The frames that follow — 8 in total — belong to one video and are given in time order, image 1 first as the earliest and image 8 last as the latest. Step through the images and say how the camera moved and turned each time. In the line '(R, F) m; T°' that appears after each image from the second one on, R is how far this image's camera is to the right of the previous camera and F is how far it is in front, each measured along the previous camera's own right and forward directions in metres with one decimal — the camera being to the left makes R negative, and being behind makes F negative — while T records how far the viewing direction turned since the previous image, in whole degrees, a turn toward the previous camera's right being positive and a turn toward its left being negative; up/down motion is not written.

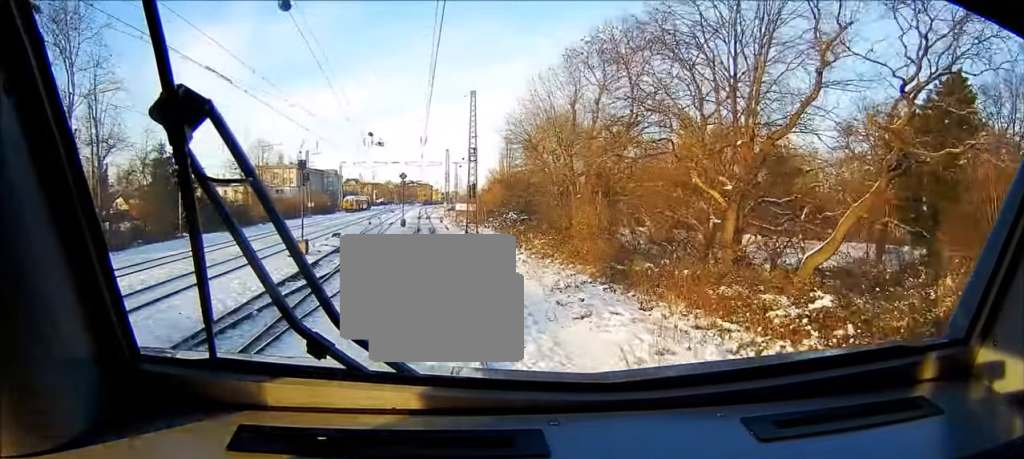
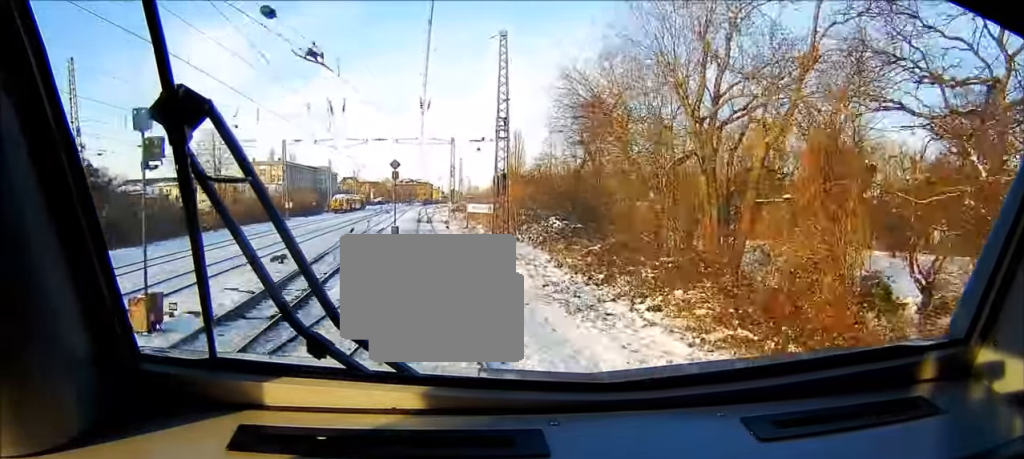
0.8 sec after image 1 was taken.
(-0.1, +21.2) m; 0°
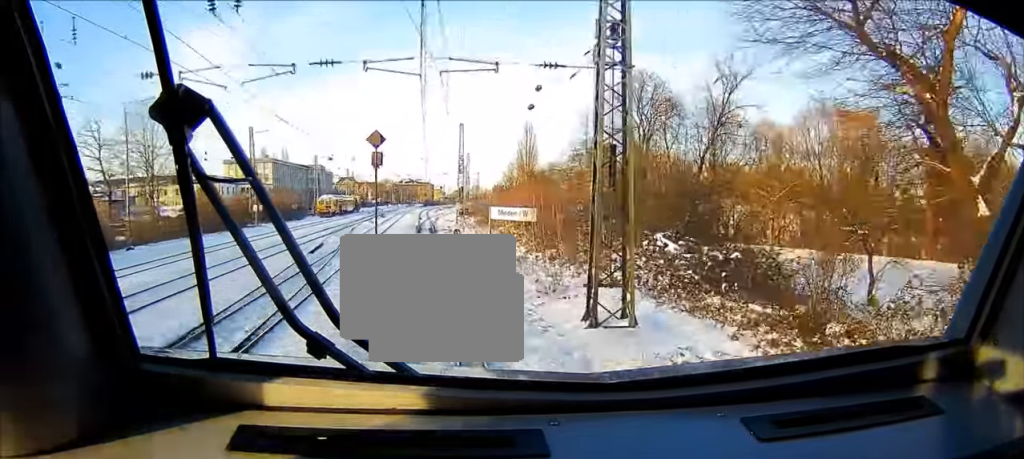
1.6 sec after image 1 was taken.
(0.0, +22.7) m; 0°
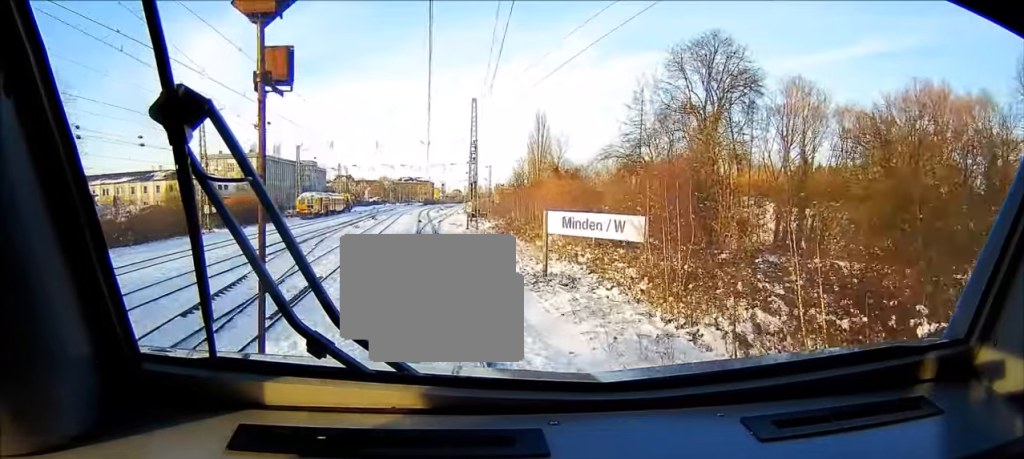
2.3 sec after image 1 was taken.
(0.0, +19.8) m; 0°
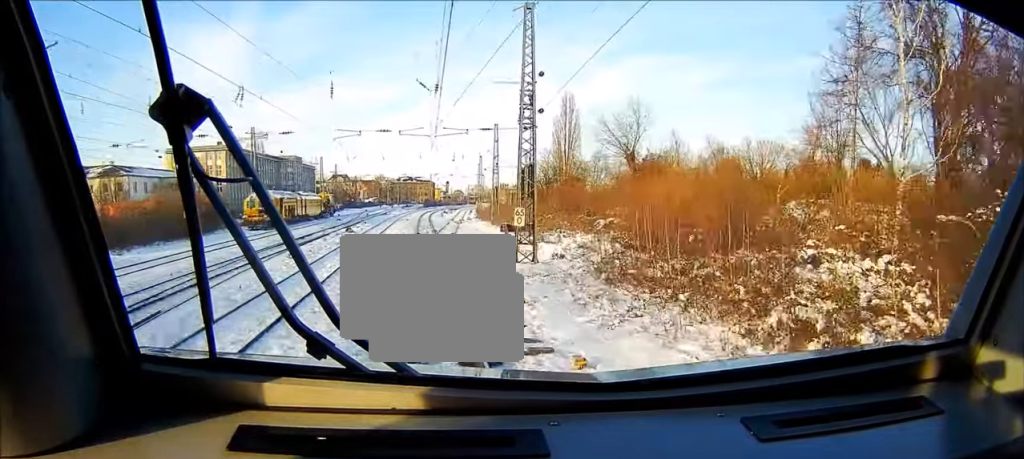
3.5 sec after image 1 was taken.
(0.0, +31.9) m; 0°
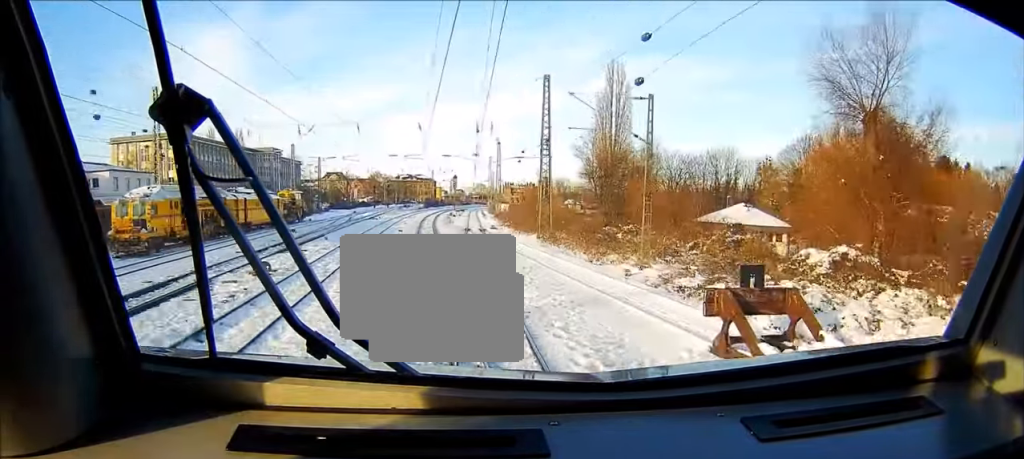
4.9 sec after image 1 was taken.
(+0.1, +35.0) m; 0°
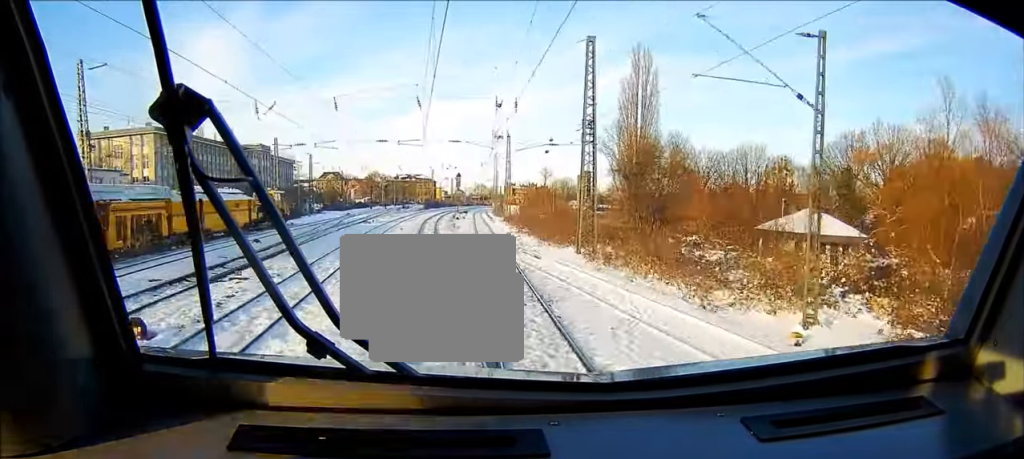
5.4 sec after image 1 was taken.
(0.0, +13.9) m; 0°
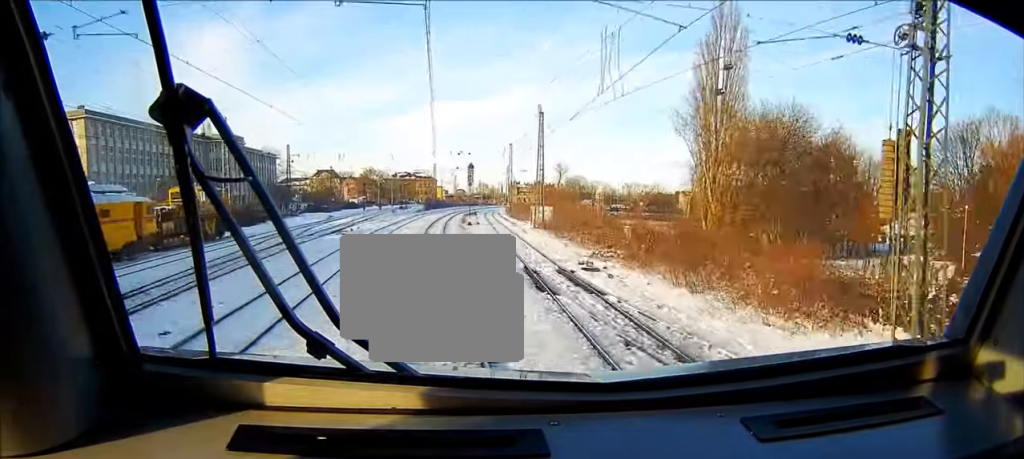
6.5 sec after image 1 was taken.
(0.0, +27.5) m; 0°
